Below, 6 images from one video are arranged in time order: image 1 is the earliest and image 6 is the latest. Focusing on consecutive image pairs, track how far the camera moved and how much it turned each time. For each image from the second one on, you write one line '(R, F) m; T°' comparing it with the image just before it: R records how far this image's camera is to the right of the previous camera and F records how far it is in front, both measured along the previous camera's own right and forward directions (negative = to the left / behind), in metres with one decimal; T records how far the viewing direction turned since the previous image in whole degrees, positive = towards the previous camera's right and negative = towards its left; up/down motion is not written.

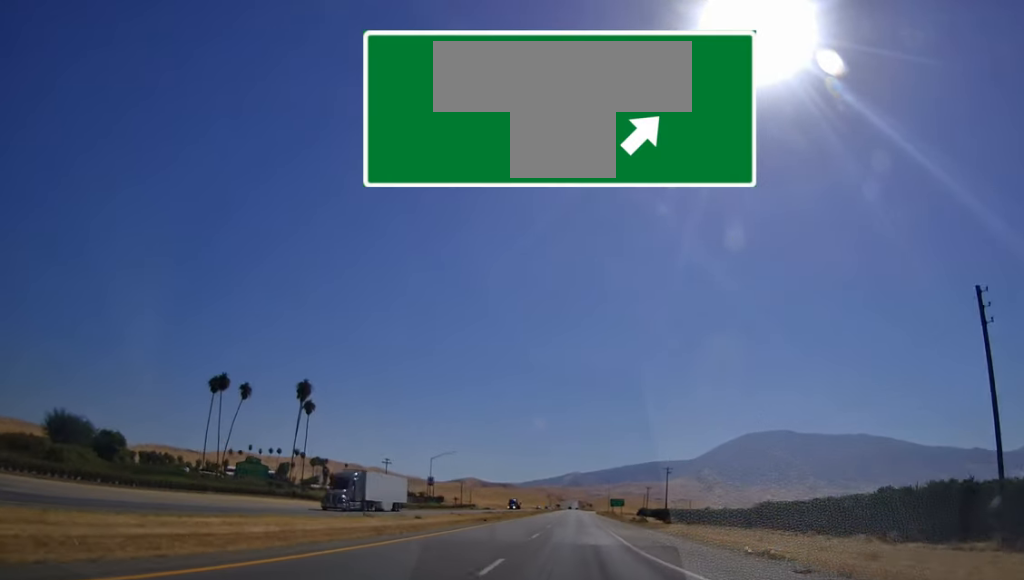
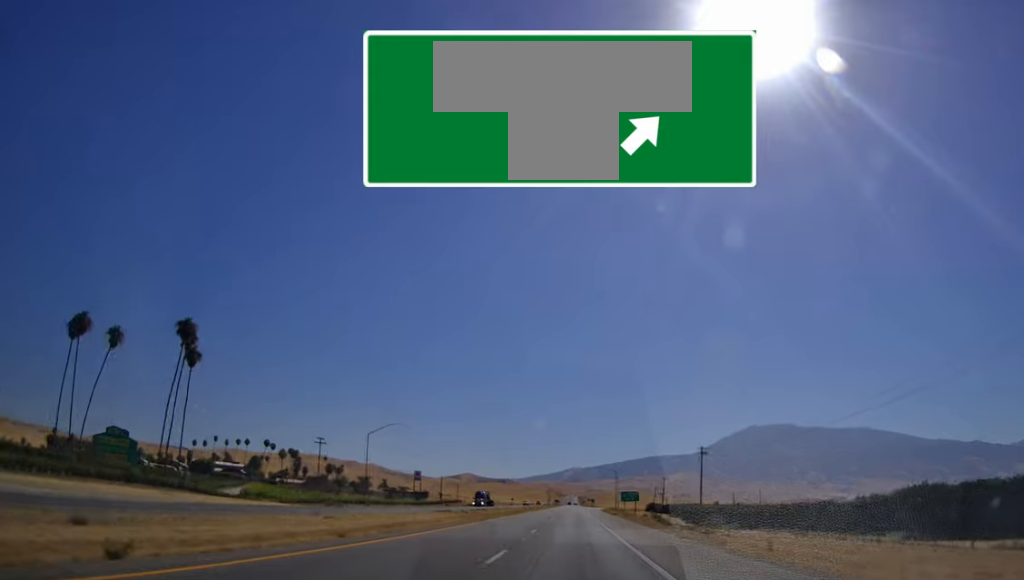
(-0.1, +41.7) m; 0°
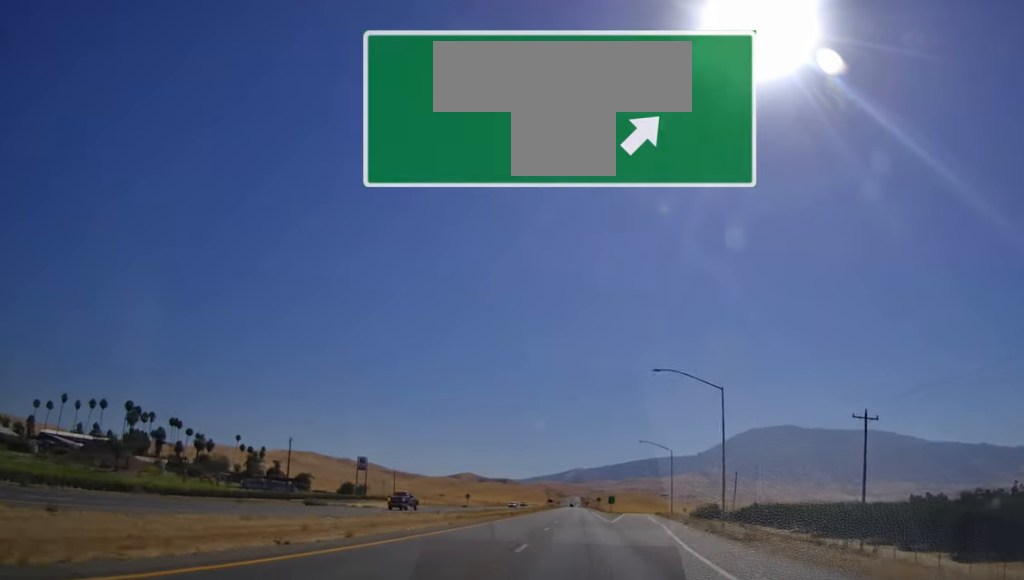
(+0.5, +127.3) m; 0°
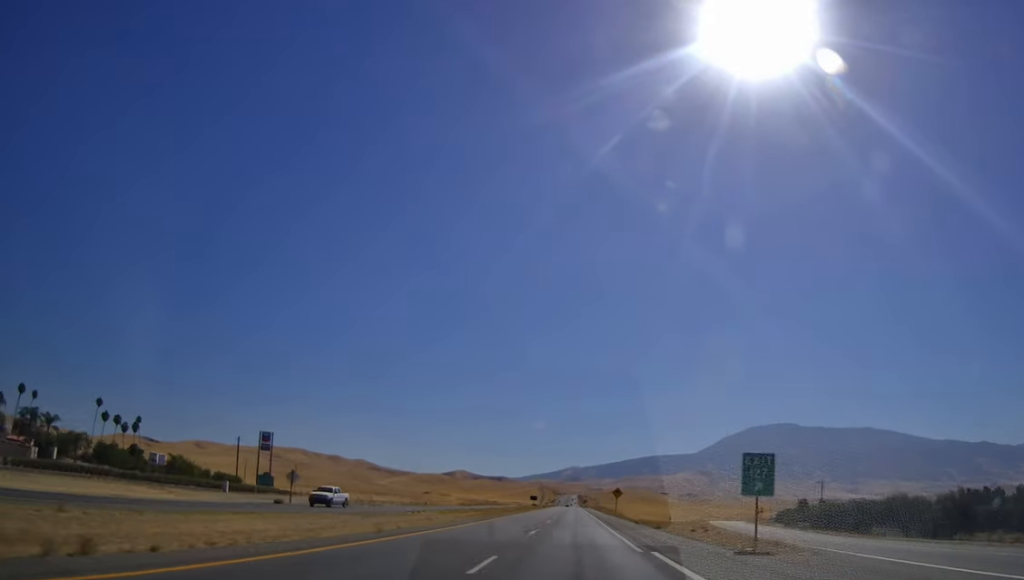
(-0.5, +107.3) m; 0°
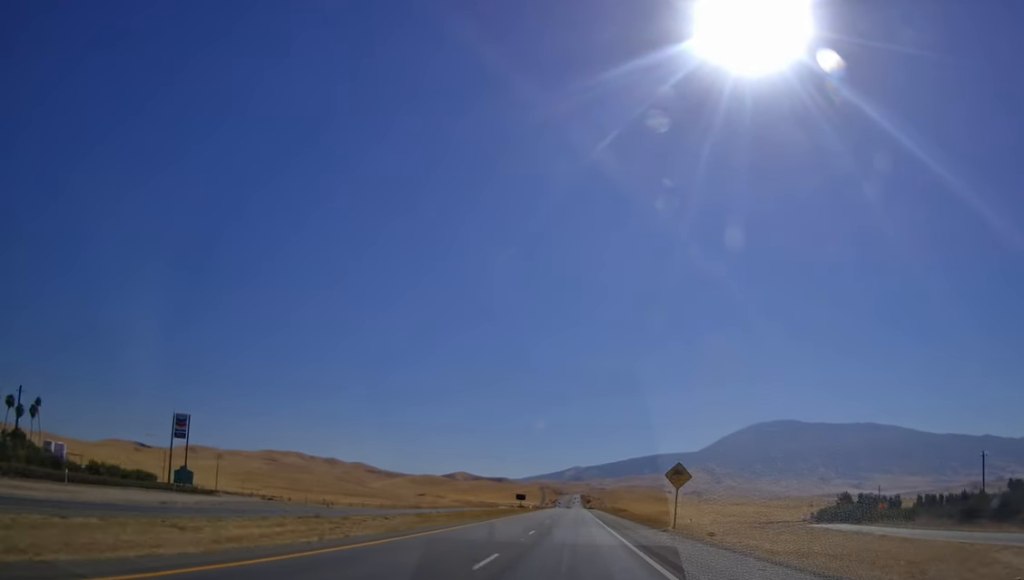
(+0.1, +57.0) m; 0°
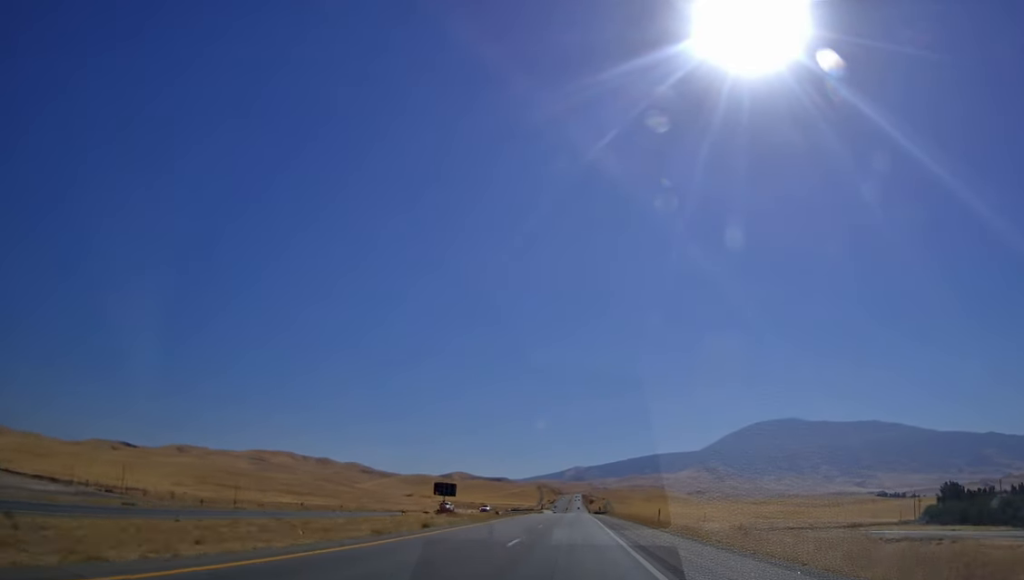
(+0.4, +94.2) m; 0°
